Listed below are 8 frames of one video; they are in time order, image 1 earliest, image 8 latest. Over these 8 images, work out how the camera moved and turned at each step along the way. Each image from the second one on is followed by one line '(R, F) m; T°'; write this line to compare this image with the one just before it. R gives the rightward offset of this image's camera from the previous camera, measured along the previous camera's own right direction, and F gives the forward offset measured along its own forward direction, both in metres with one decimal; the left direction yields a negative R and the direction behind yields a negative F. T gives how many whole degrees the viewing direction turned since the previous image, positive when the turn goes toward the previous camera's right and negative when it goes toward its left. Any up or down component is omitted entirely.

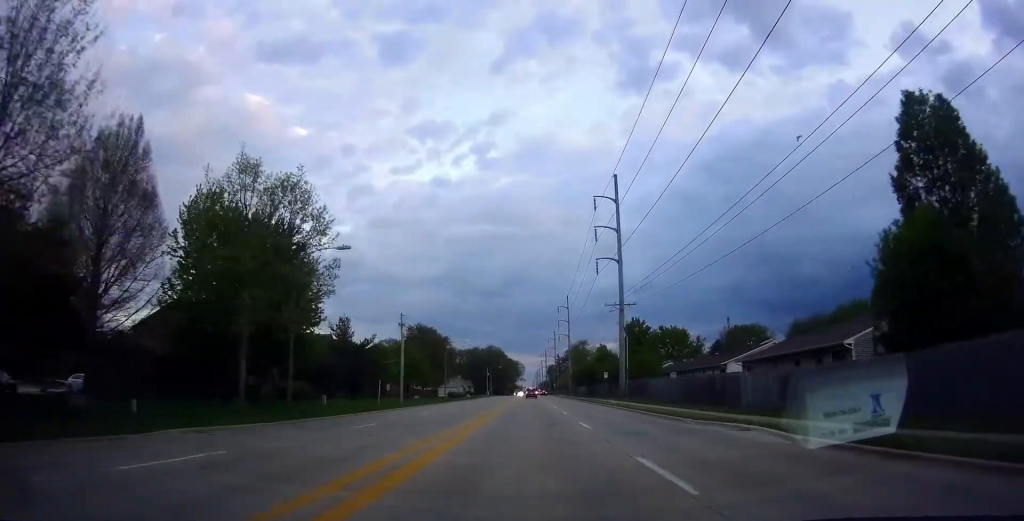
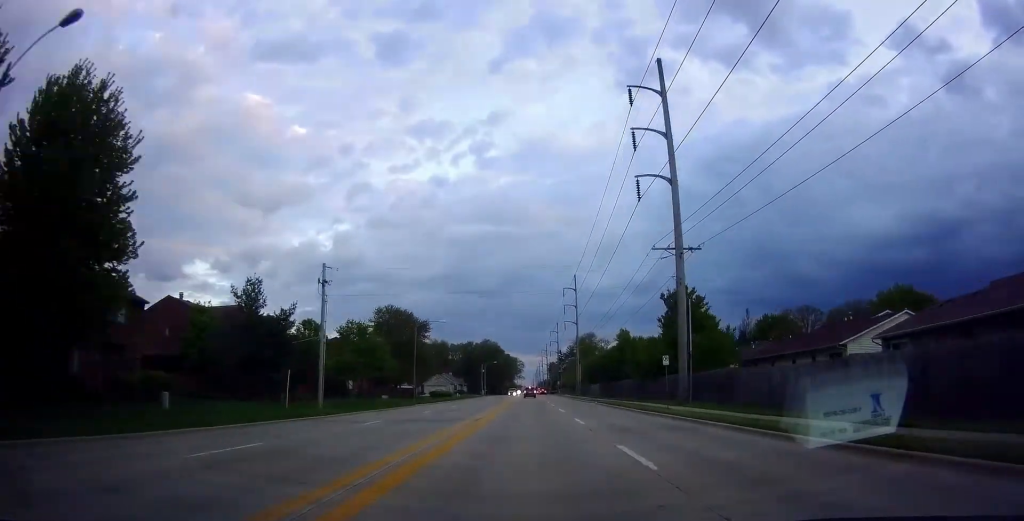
(+0.6, +22.3) m; +1°
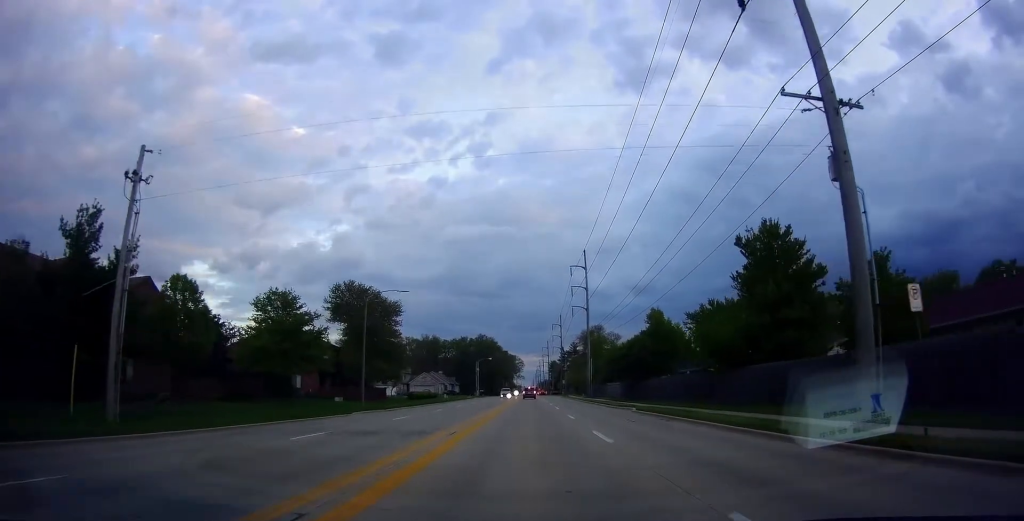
(0.0, +19.4) m; 0°
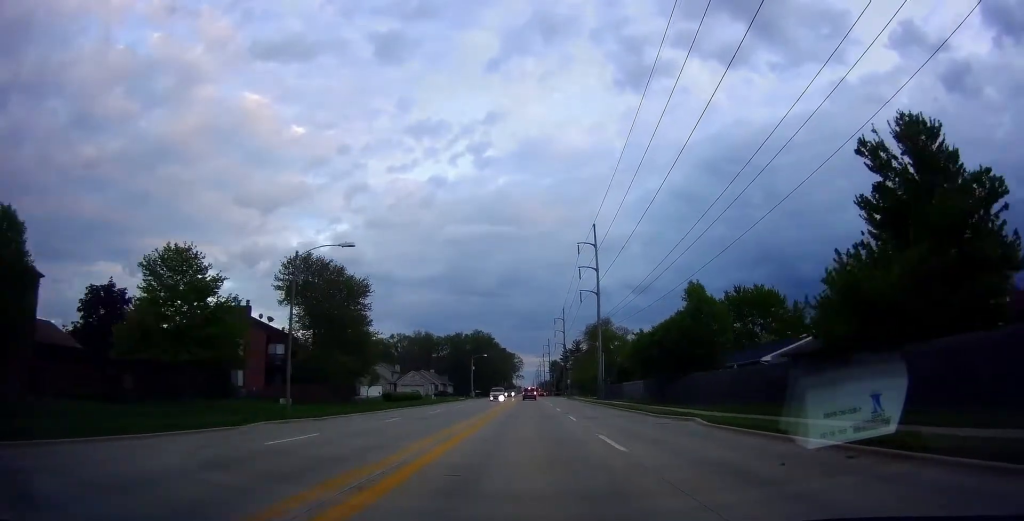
(0.0, +13.5) m; 0°
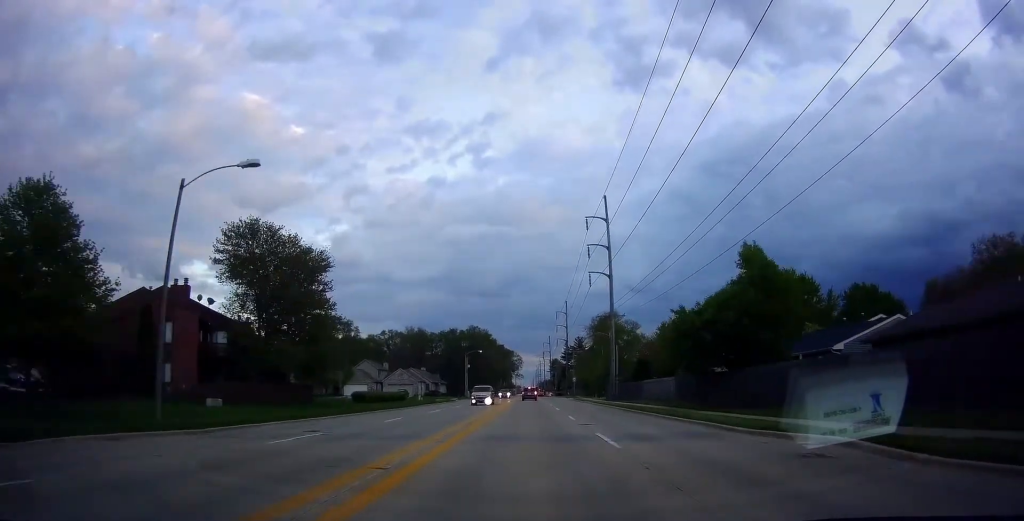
(0.0, +11.7) m; 0°
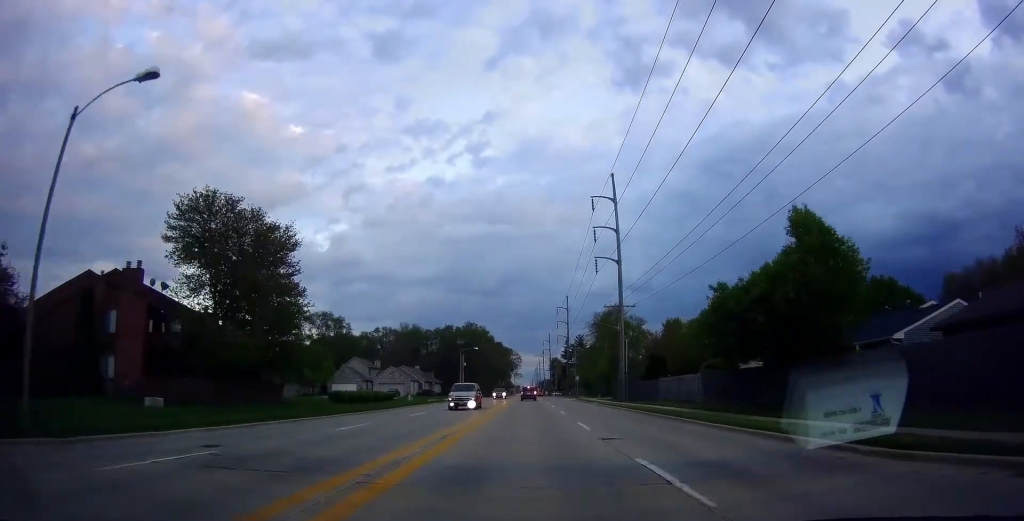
(0.0, +6.7) m; 0°
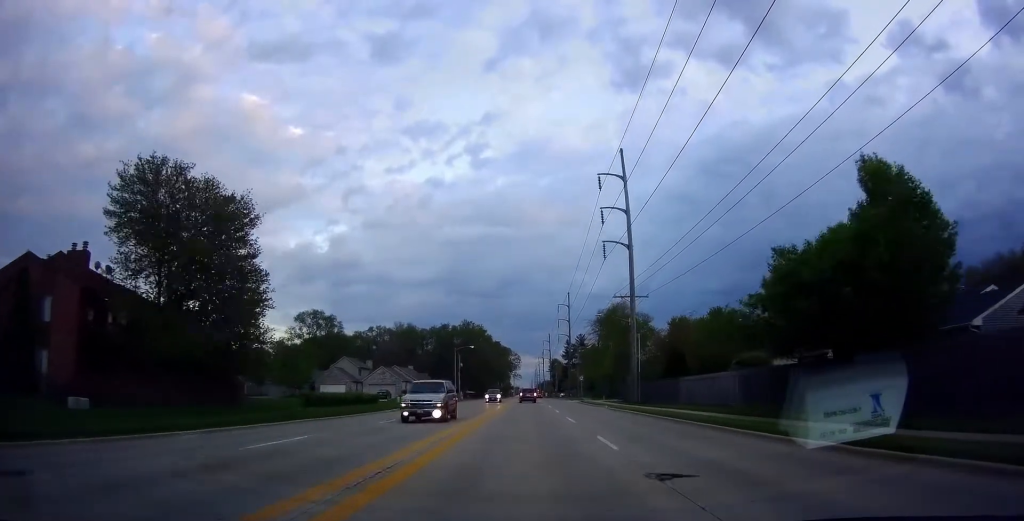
(0.0, +6.7) m; 0°
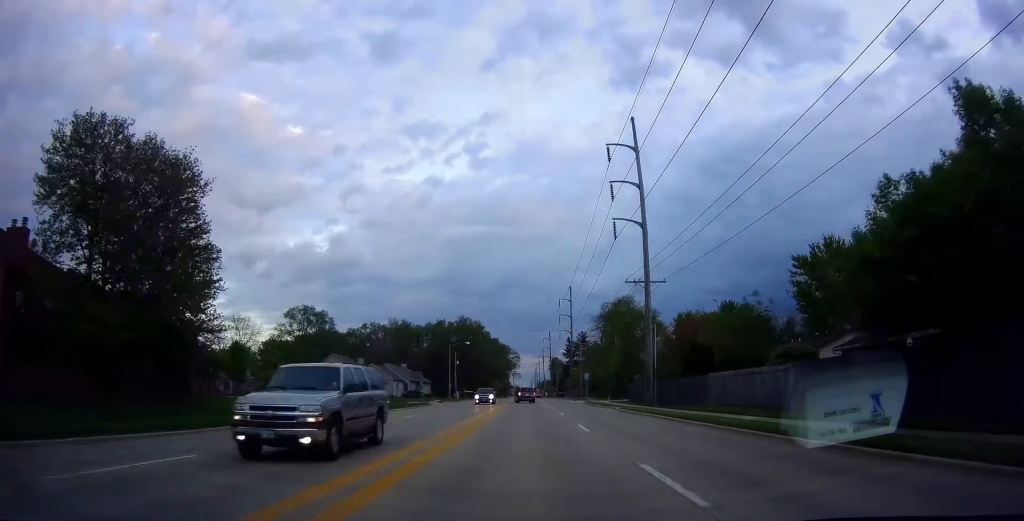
(0.0, +7.0) m; 0°
